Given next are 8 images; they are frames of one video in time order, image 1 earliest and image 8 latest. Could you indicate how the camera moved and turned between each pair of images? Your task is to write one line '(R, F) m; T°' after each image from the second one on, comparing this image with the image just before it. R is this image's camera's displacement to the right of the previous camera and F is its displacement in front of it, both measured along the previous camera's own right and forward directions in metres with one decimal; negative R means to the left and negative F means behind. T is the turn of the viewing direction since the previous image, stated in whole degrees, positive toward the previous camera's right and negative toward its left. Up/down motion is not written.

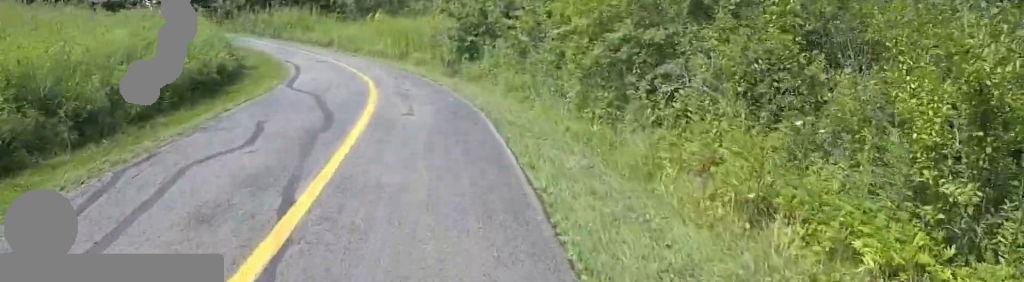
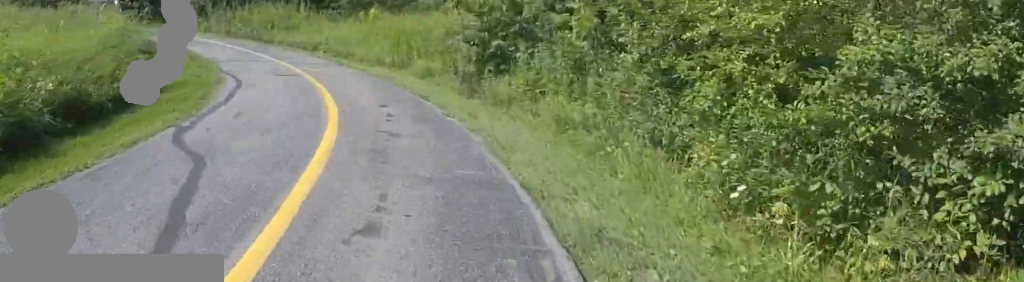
(+0.1, +5.6) m; +1°
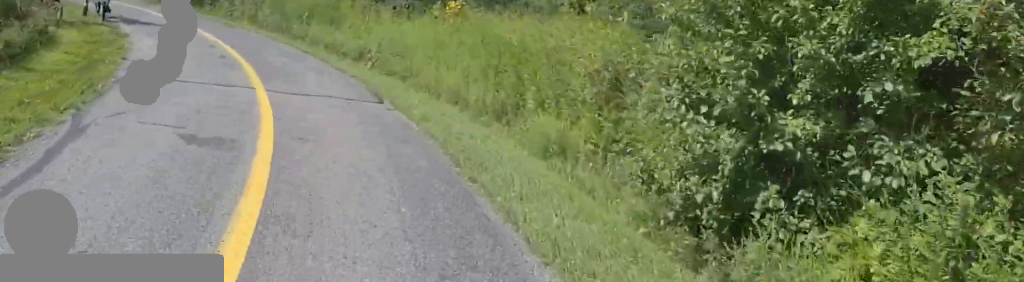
(0.0, +9.0) m; -7°
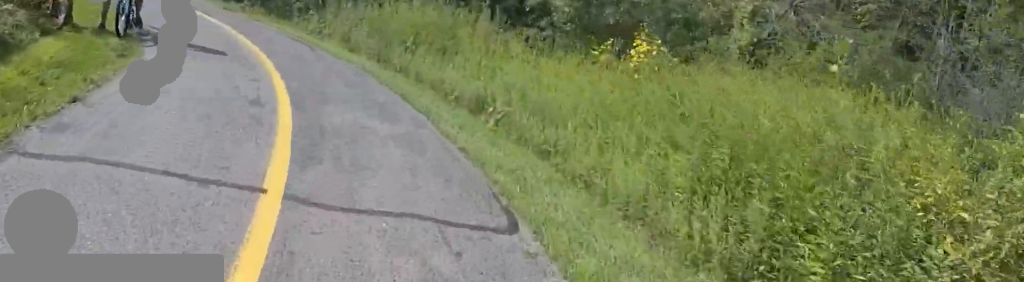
(-0.1, +4.7) m; -9°
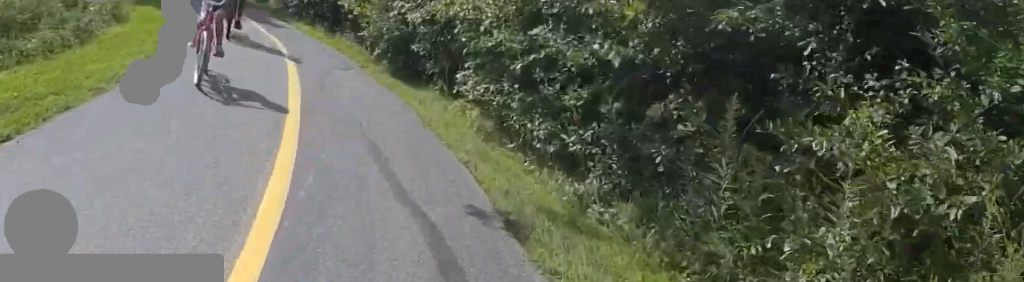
(-1.9, +14.2) m; -15°
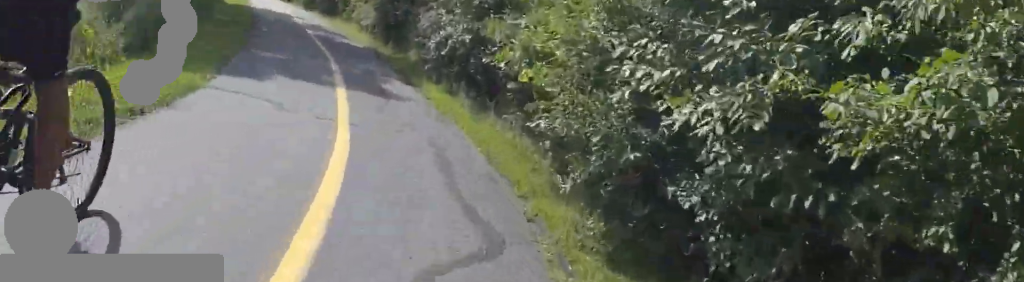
(-1.3, +7.1) m; -23°
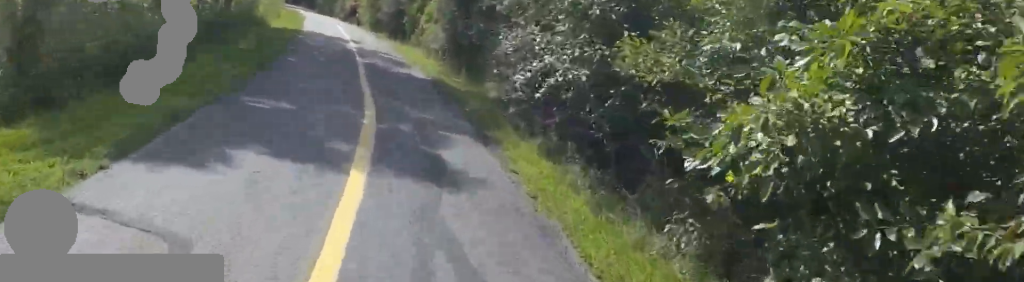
(-0.6, +3.7) m; -9°
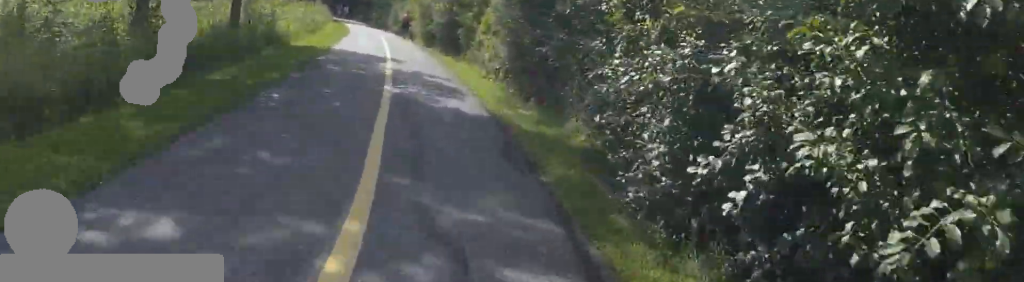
(-0.3, +3.5) m; -8°
